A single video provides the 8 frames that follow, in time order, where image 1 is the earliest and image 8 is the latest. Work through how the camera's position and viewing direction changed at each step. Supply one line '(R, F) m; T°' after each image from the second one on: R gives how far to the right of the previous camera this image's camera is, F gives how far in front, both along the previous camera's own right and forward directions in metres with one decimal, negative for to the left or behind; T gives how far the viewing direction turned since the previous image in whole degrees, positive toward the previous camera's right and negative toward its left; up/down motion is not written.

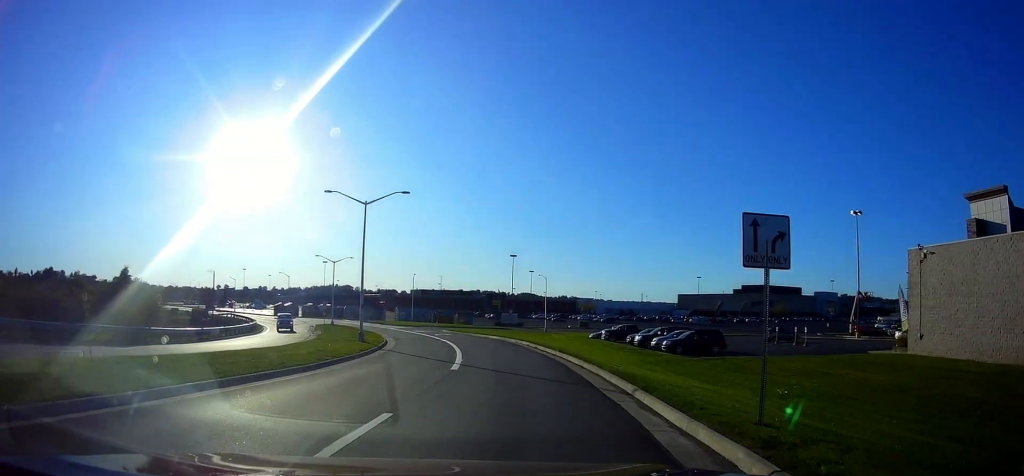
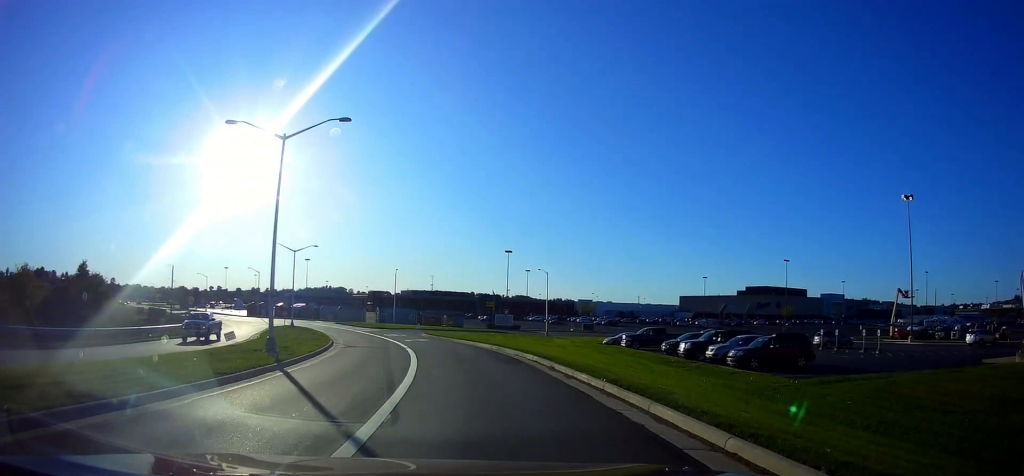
(+0.3, +13.2) m; +5°
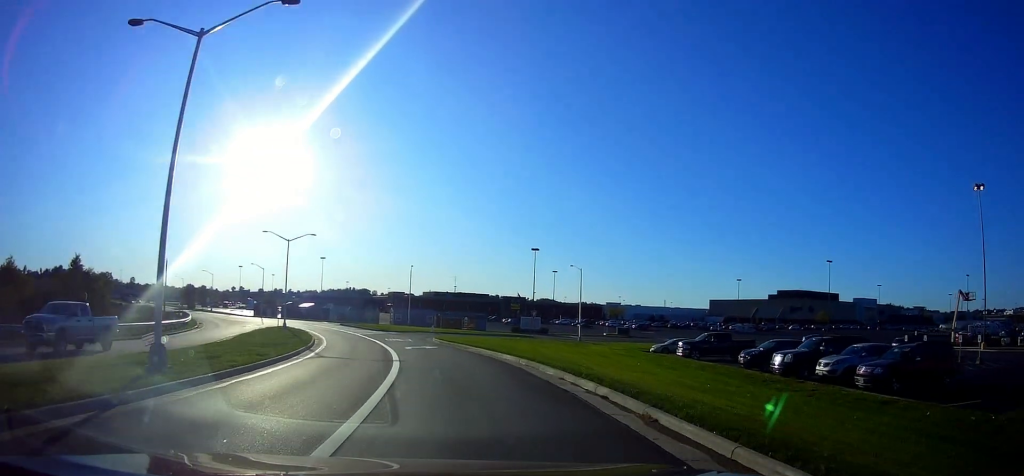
(+0.7, +9.3) m; 0°
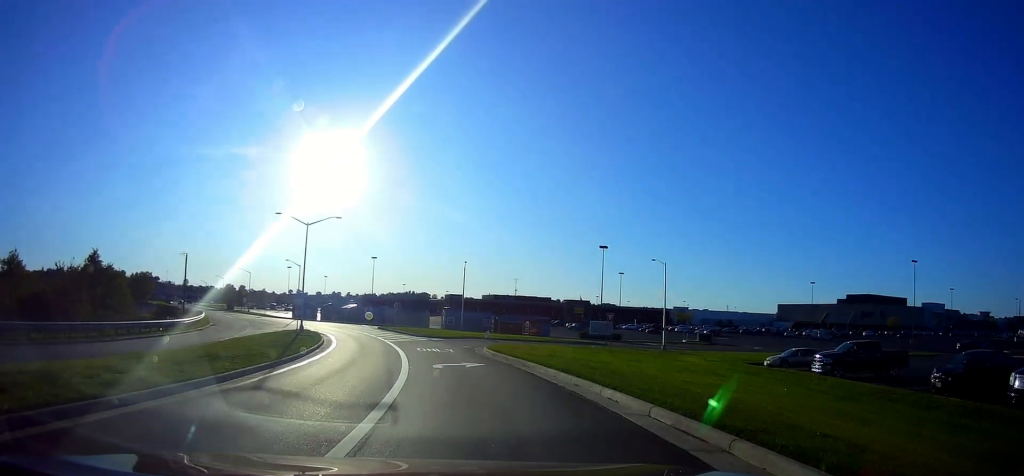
(-0.9, +11.0) m; -6°
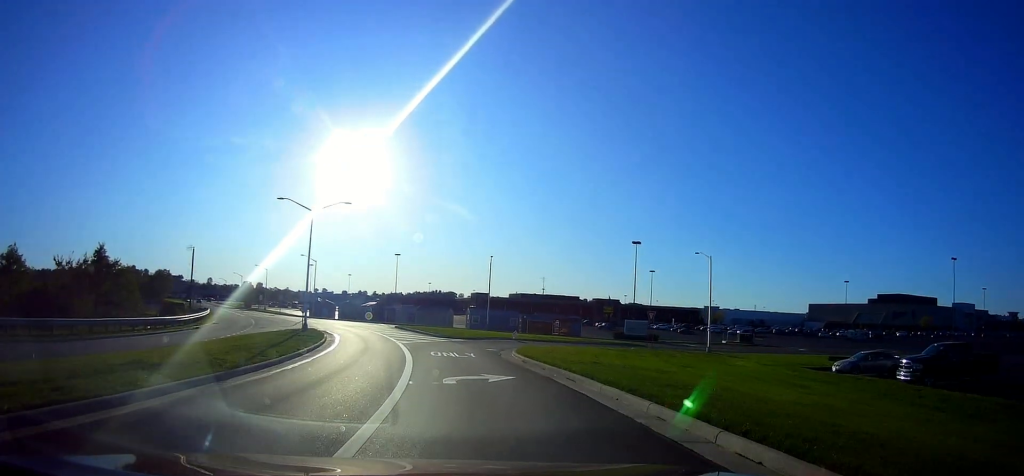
(+0.1, +5.4) m; -3°
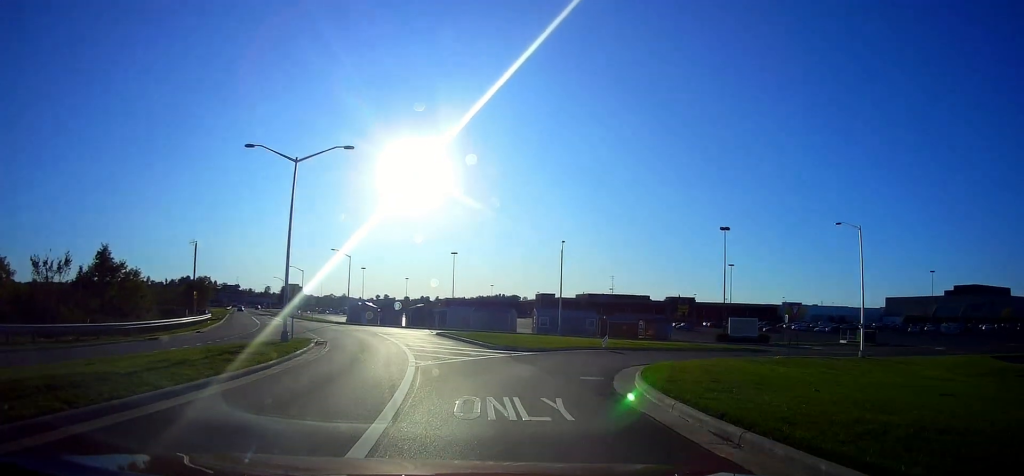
(-1.3, +15.2) m; -8°
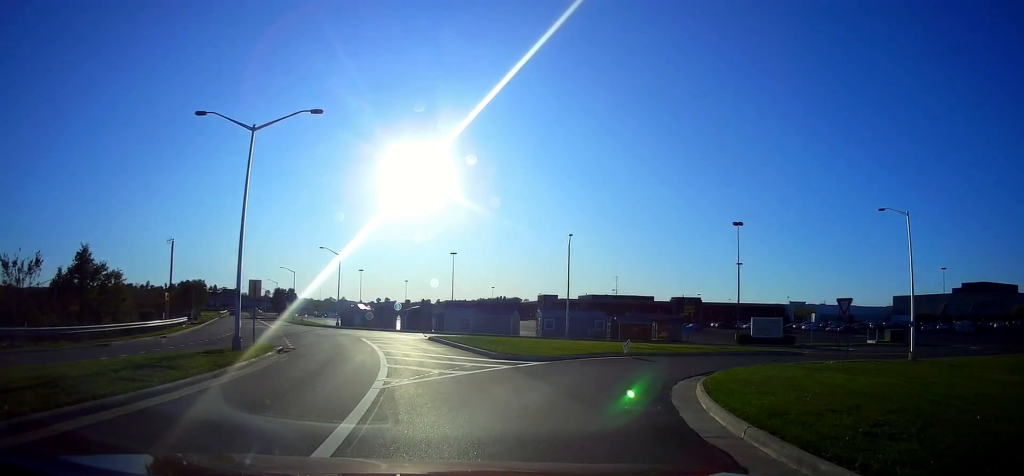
(0.0, +5.8) m; -1°
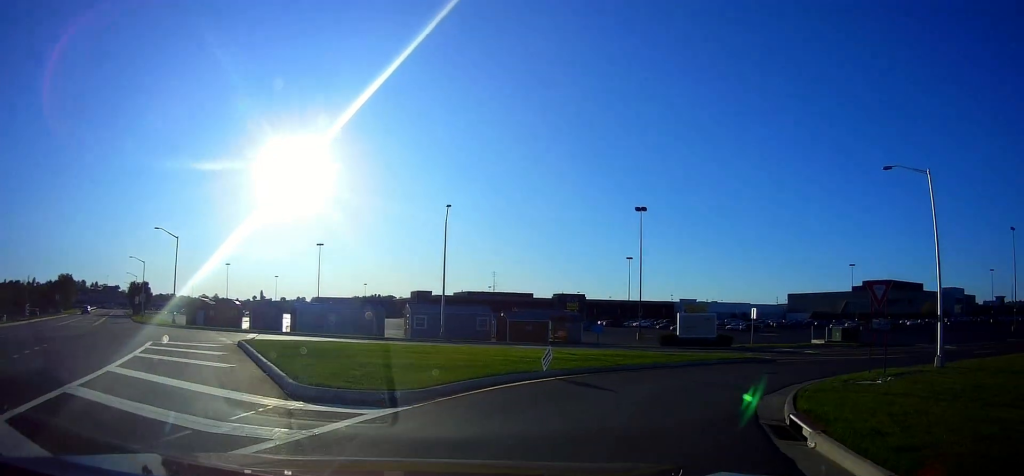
(+1.0, +12.4) m; +15°
